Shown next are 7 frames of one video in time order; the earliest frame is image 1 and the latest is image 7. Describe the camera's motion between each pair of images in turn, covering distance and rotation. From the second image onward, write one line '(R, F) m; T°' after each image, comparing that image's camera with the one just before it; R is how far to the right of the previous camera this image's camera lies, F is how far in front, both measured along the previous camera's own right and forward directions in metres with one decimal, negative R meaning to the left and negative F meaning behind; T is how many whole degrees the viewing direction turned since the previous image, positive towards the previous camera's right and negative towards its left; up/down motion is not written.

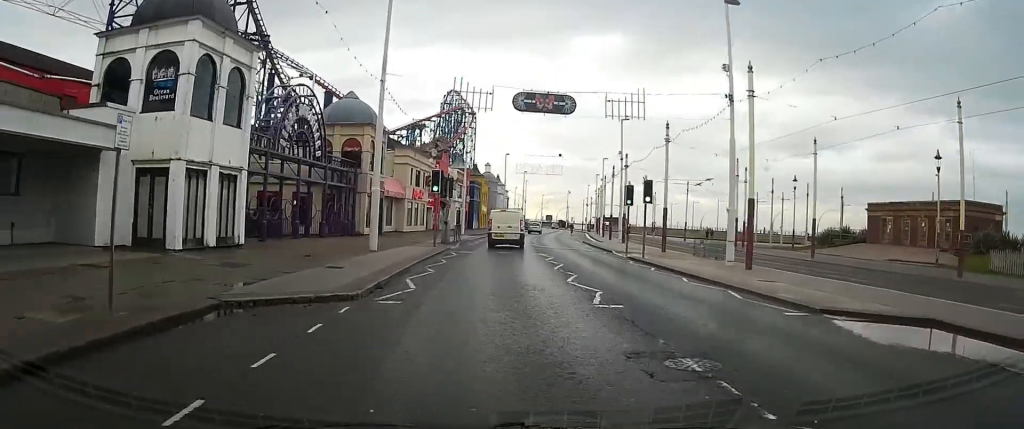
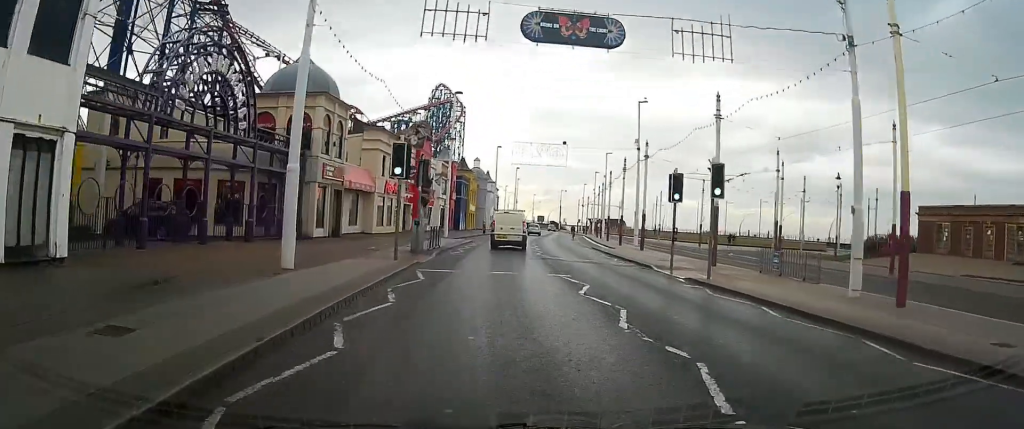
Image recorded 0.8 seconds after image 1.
(+0.1, +9.9) m; +1°
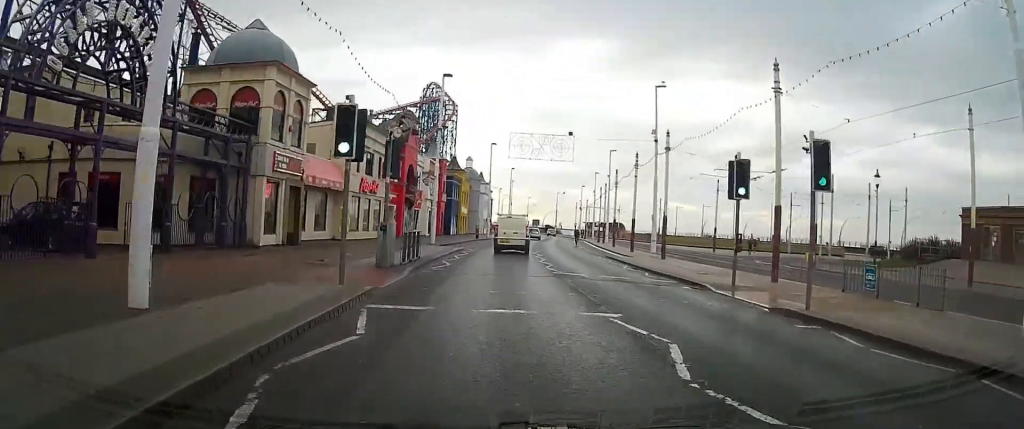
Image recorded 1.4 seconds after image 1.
(0.0, +6.6) m; 0°
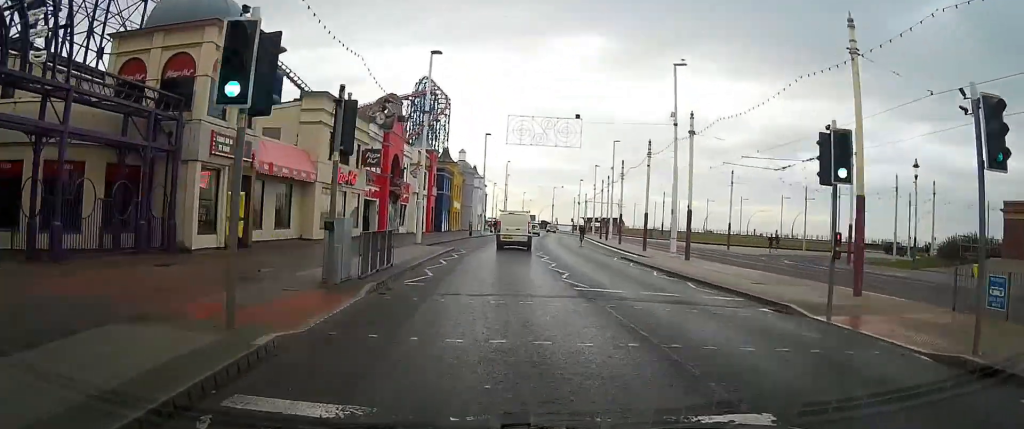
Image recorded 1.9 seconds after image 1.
(0.0, +5.4) m; 0°
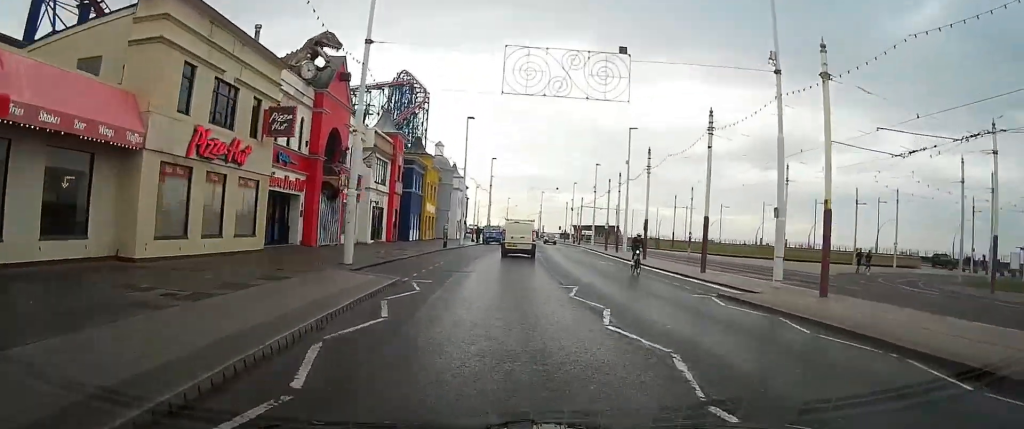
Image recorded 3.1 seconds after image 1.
(+0.1, +14.6) m; +1°
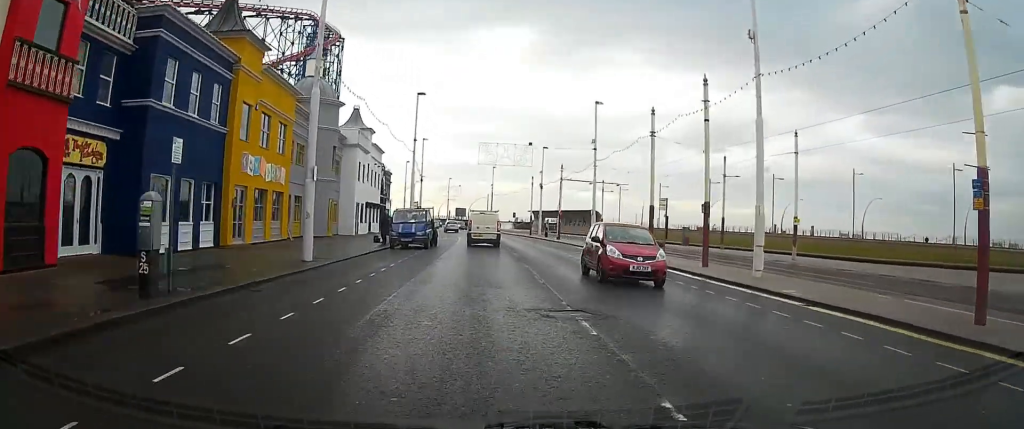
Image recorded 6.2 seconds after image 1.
(+1.7, +35.8) m; +5°
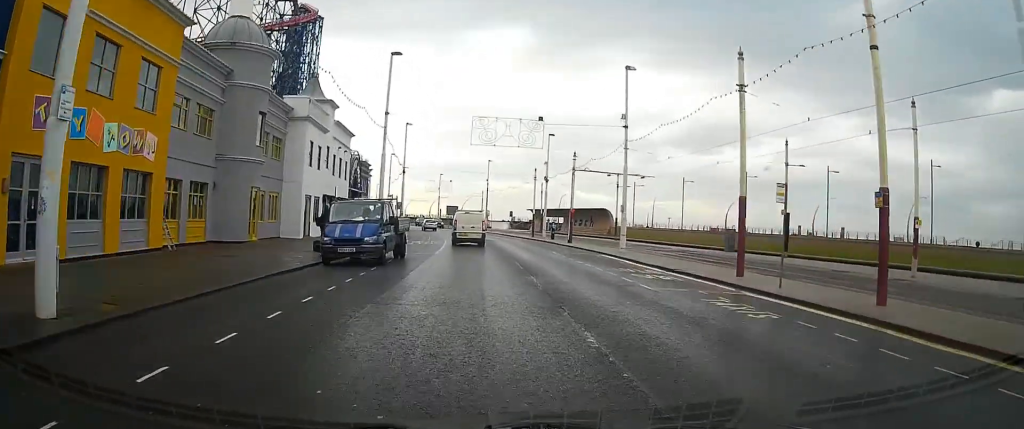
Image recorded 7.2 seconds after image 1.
(+0.1, +12.5) m; 0°
